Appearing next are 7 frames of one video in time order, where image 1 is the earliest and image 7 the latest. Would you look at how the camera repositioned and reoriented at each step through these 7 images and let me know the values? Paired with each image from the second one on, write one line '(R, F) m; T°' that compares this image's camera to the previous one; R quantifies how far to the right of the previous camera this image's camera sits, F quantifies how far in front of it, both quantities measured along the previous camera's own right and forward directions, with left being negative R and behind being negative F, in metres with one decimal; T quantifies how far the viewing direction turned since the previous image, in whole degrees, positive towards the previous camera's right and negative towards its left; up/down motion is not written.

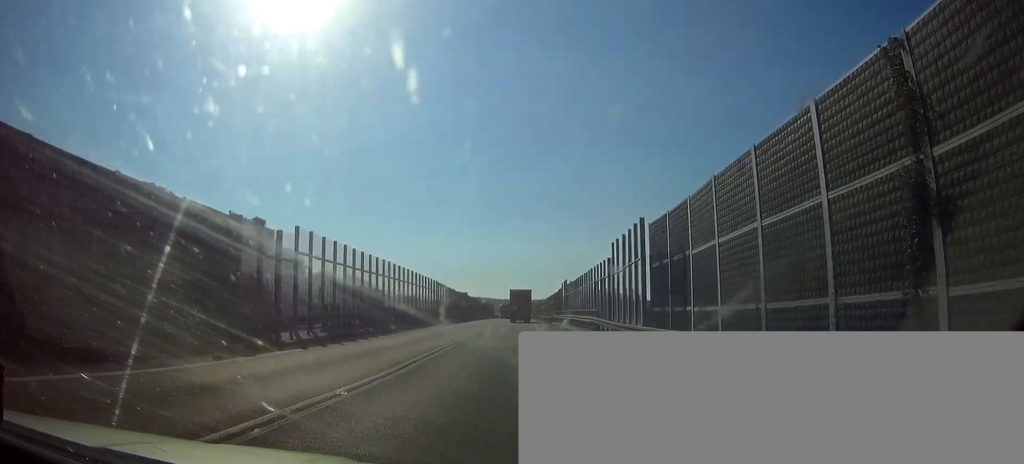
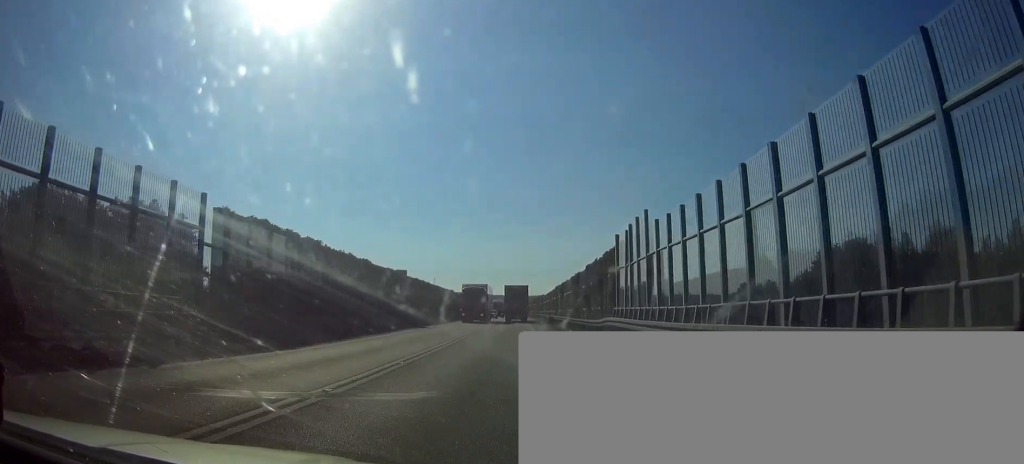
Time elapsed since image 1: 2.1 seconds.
(0.0, +54.5) m; 0°
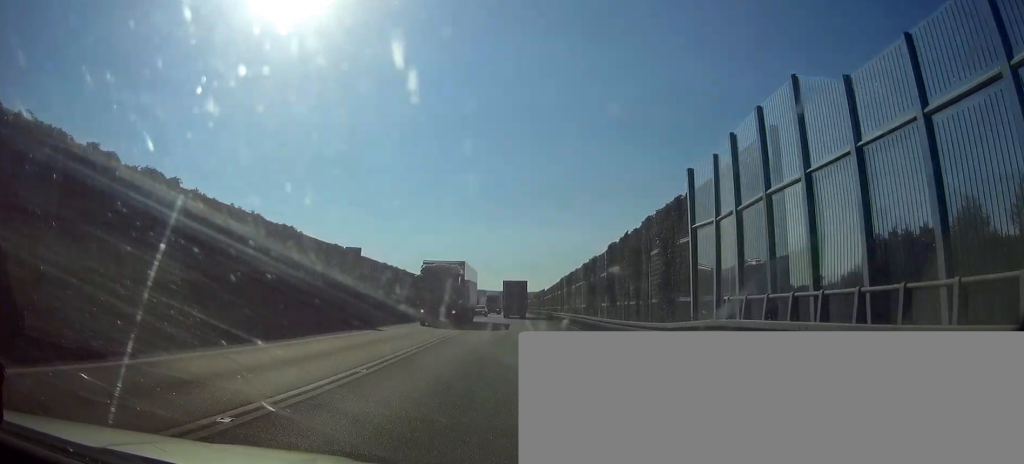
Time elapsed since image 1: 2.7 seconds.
(0.0, +15.6) m; 0°
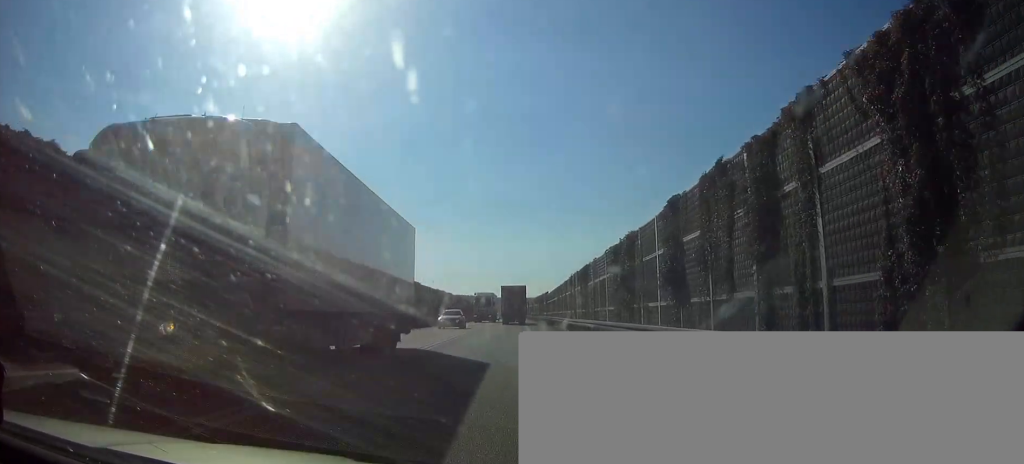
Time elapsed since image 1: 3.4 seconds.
(0.0, +18.2) m; 0°
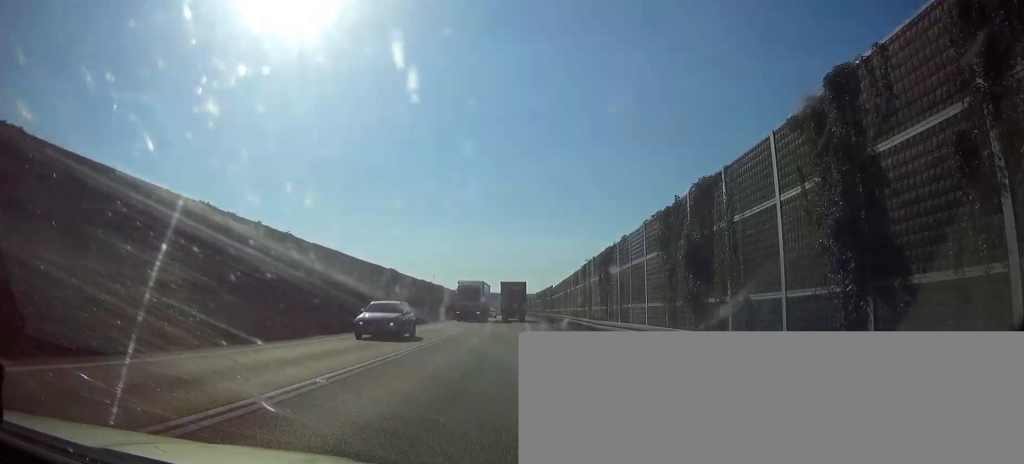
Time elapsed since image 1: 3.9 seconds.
(0.0, +13.8) m; 0°
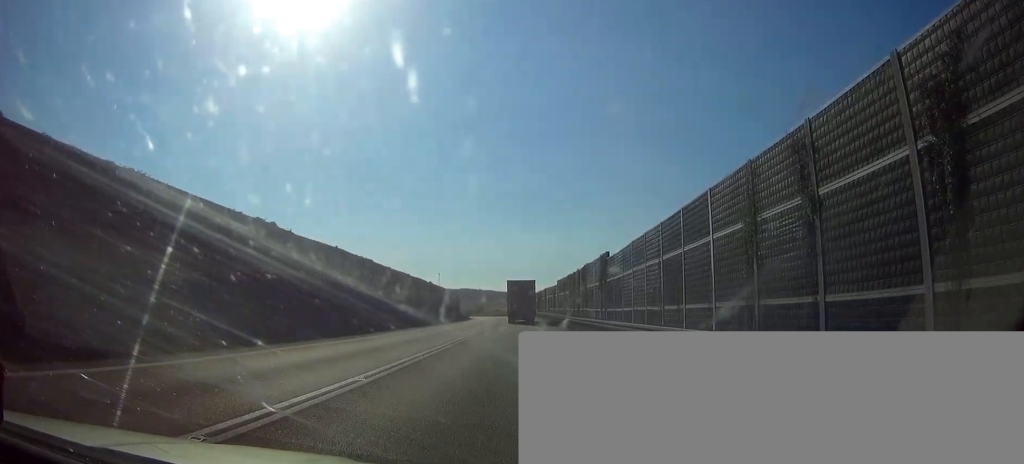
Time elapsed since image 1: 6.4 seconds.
(-0.2, +65.6) m; 0°
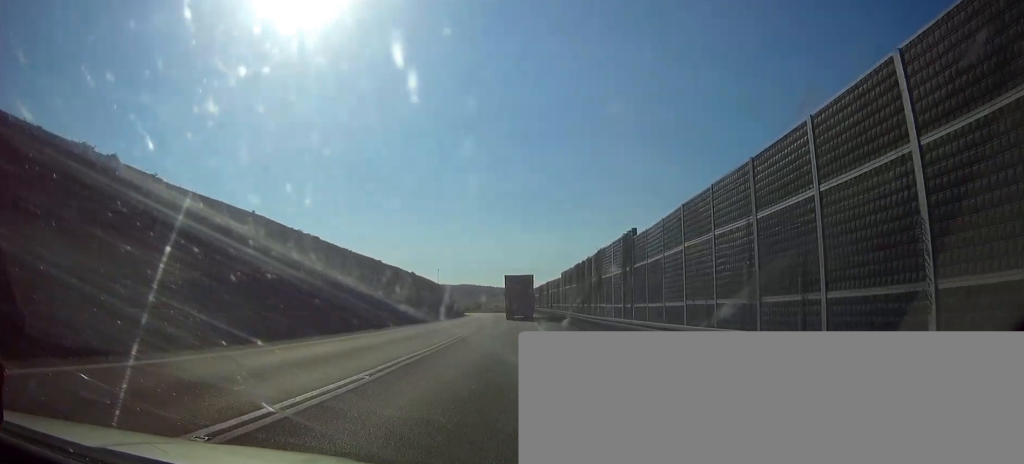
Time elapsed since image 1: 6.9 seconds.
(0.0, +12.0) m; 0°
